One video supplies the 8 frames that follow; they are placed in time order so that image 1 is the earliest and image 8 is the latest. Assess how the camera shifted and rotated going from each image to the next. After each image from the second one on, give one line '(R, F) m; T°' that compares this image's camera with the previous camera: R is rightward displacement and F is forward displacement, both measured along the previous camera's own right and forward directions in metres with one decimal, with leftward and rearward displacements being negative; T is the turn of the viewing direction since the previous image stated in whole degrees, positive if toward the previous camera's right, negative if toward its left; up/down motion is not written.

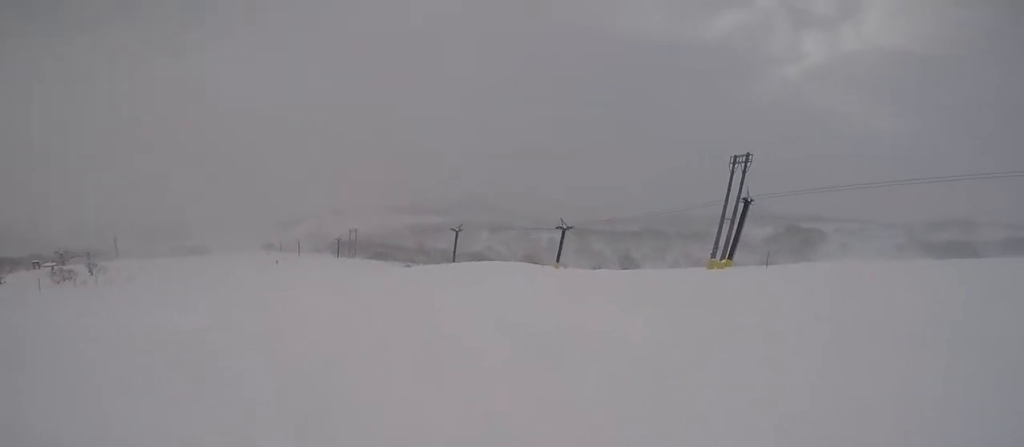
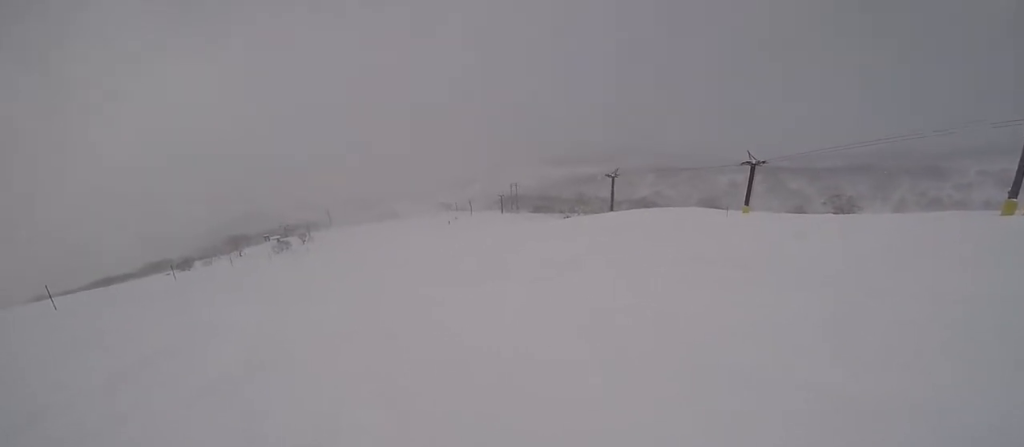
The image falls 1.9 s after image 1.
(-0.6, +6.7) m; -26°
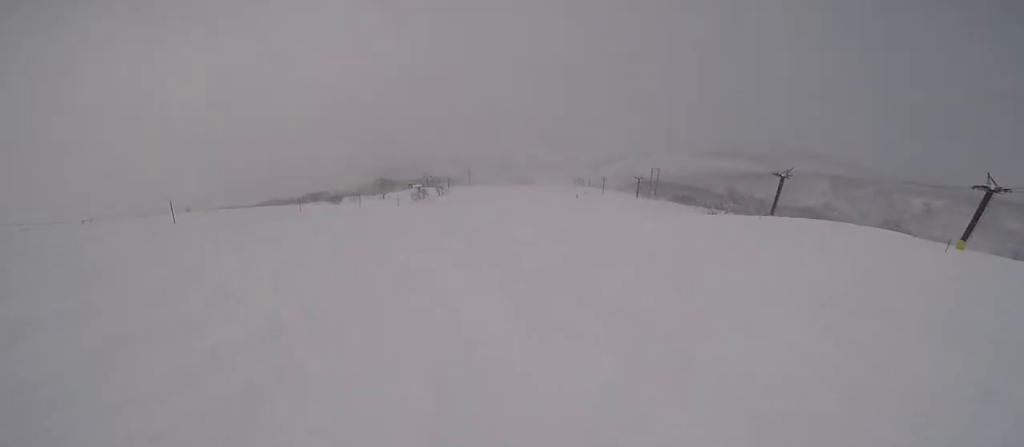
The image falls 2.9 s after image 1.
(-0.2, +3.6) m; -29°
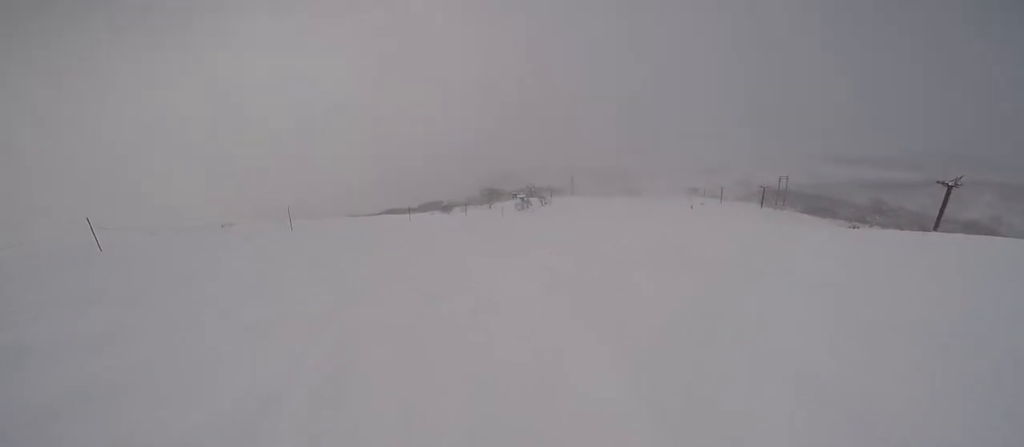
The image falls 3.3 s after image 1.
(-1.1, +1.4) m; -8°
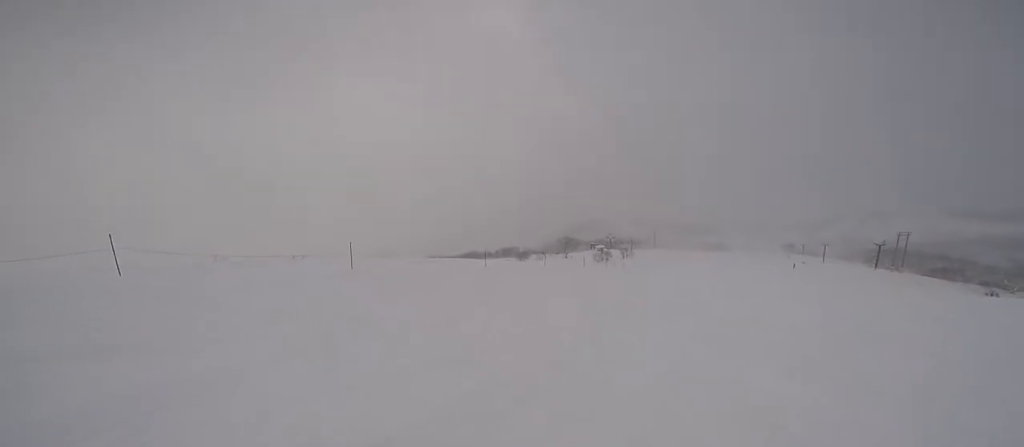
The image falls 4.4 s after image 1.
(+0.3, +4.4) m; +23°
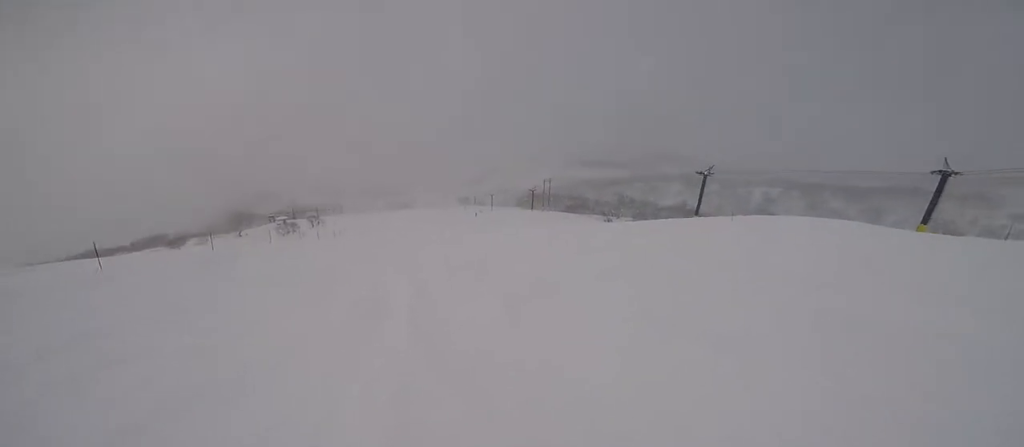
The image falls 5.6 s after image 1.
(+1.8, +5.2) m; +33°
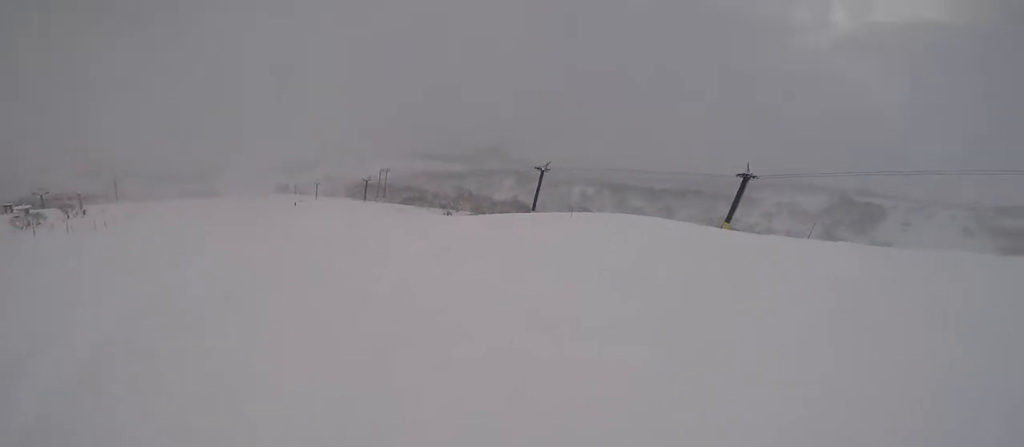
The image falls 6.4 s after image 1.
(+0.5, +3.4) m; +8°
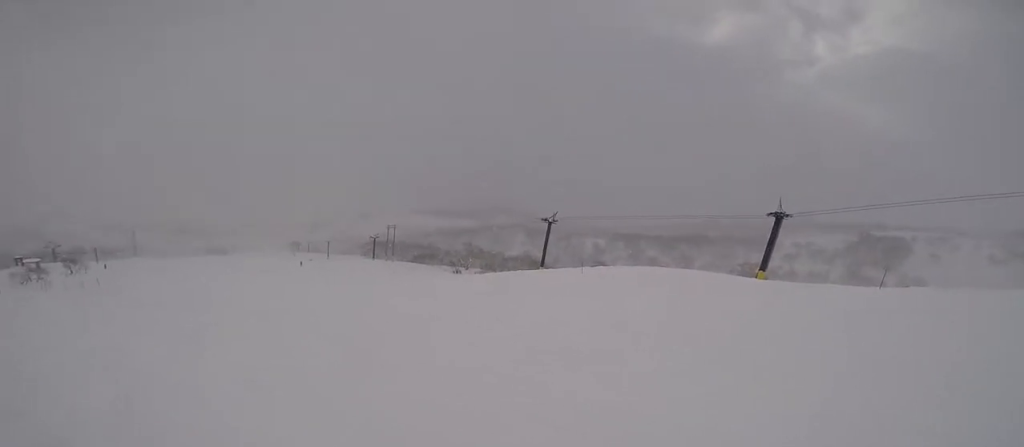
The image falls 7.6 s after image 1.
(+0.3, +4.9) m; +1°
